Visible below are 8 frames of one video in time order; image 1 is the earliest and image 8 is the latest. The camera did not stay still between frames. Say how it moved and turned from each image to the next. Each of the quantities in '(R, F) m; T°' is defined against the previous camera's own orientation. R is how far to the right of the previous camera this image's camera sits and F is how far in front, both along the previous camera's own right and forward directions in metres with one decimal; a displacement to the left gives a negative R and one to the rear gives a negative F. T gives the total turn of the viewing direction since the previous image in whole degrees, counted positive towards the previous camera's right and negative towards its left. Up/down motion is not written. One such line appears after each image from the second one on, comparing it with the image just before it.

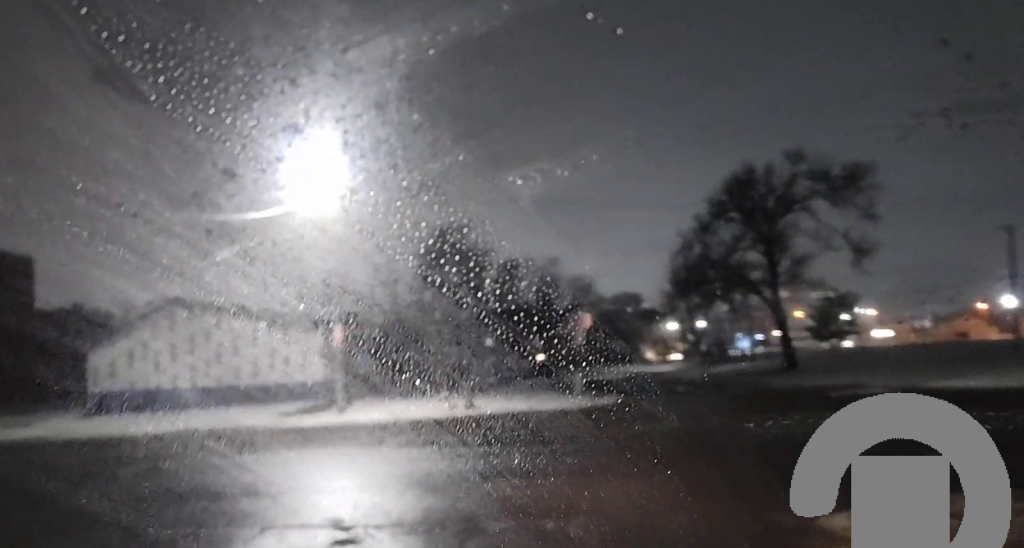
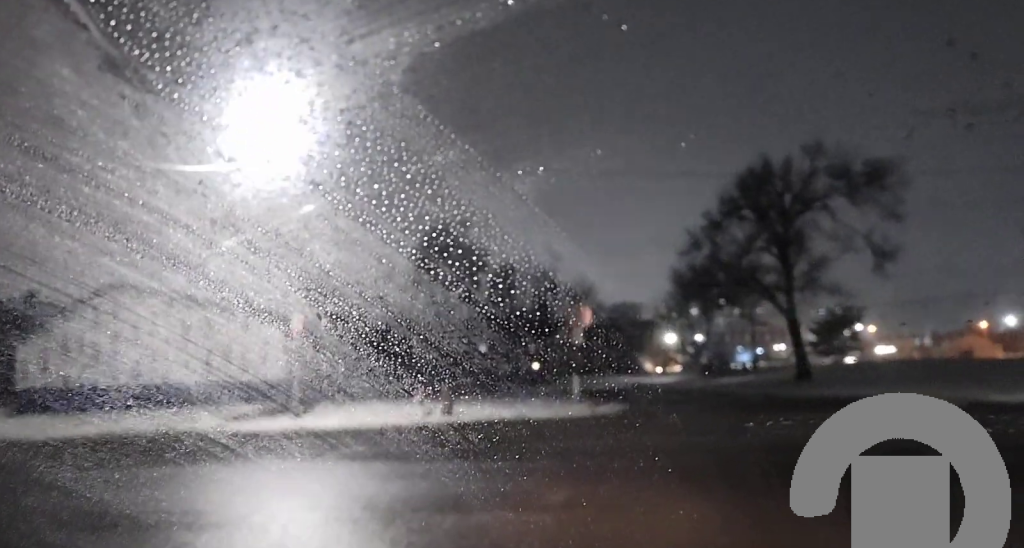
(-0.5, +3.8) m; -3°
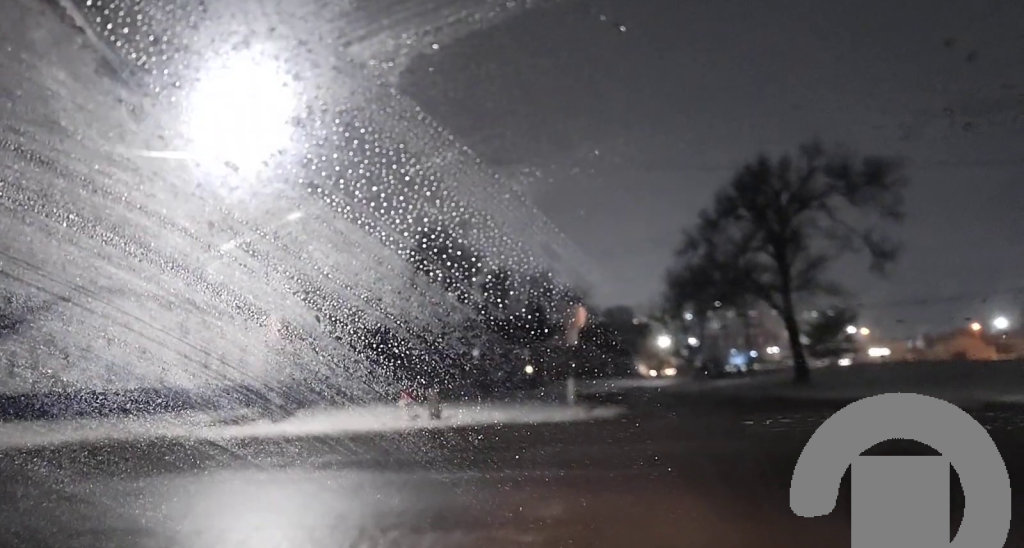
(+0.2, +1.3) m; +9°
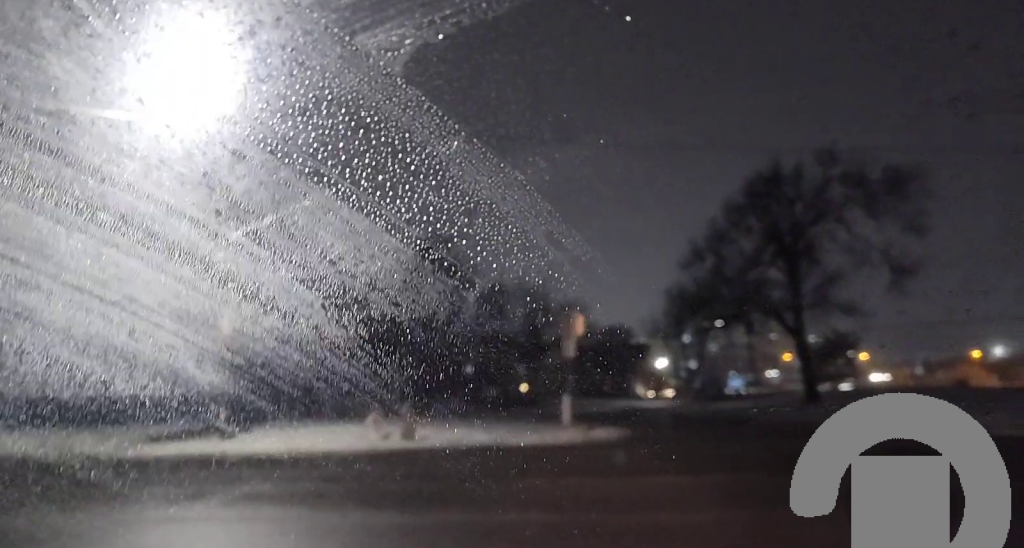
(+0.1, +3.4) m; -3°
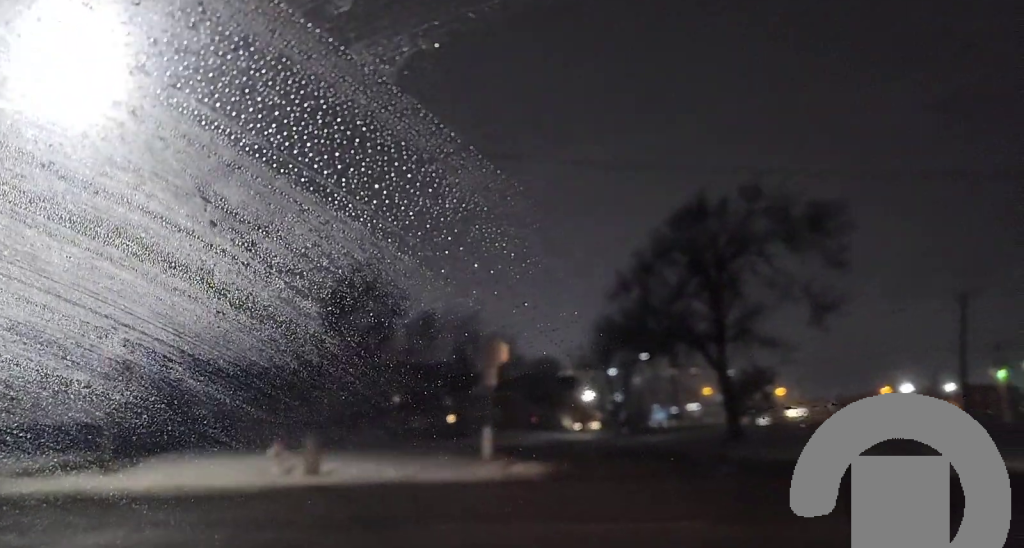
(0.0, +1.5) m; +8°
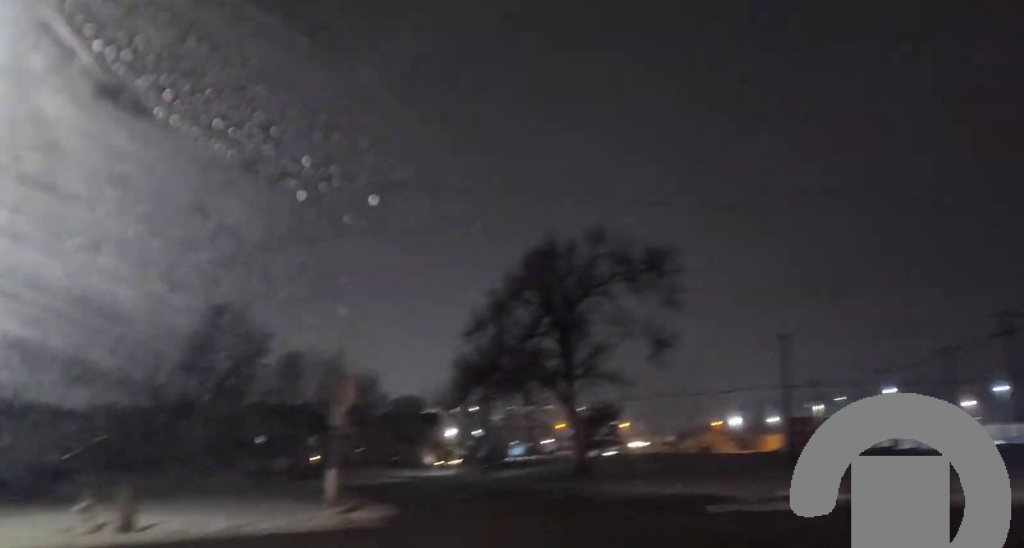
(+0.1, +1.4) m; +12°
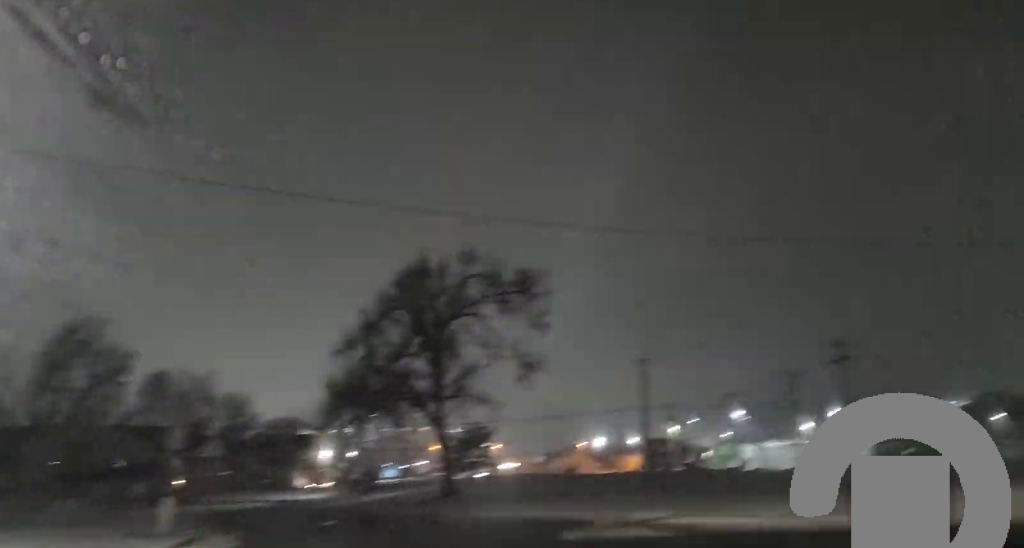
(+0.1, +1.2) m; +8°
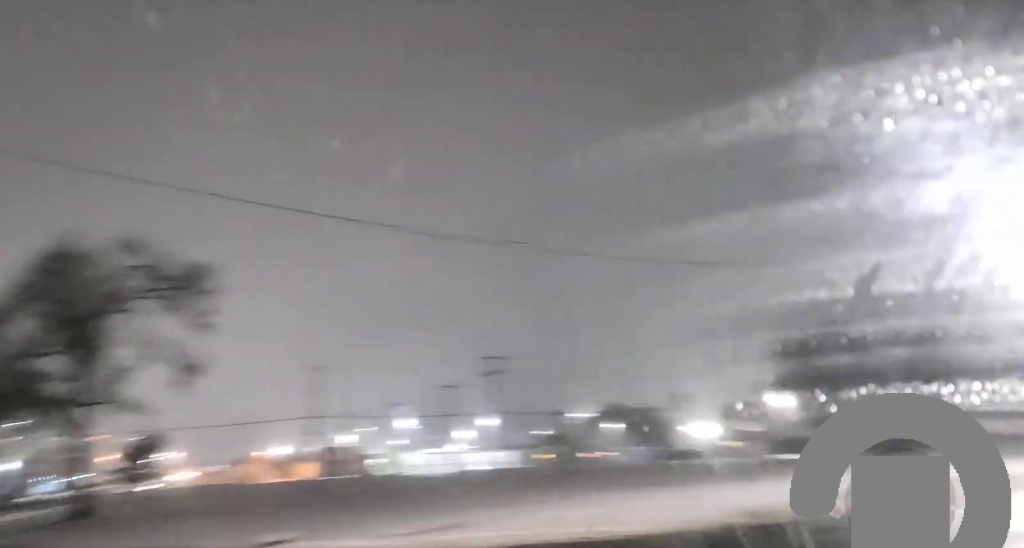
(+0.5, +3.1) m; +22°
